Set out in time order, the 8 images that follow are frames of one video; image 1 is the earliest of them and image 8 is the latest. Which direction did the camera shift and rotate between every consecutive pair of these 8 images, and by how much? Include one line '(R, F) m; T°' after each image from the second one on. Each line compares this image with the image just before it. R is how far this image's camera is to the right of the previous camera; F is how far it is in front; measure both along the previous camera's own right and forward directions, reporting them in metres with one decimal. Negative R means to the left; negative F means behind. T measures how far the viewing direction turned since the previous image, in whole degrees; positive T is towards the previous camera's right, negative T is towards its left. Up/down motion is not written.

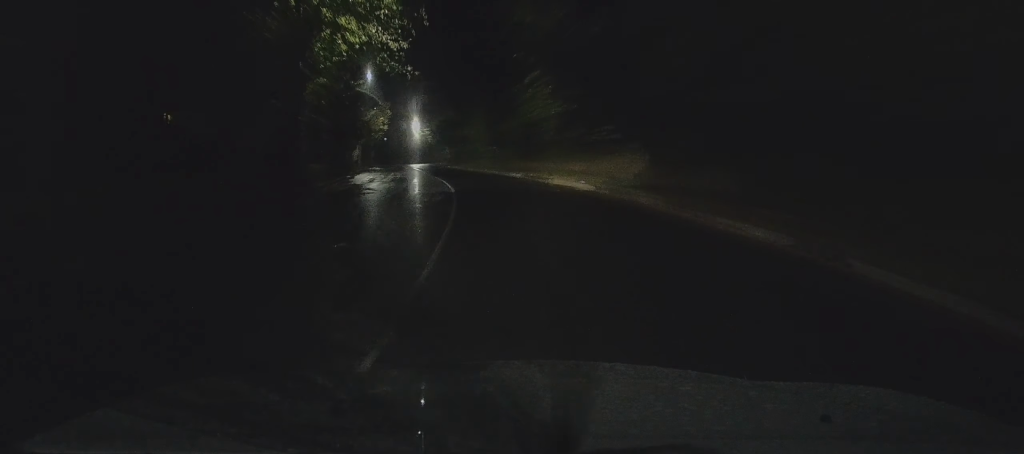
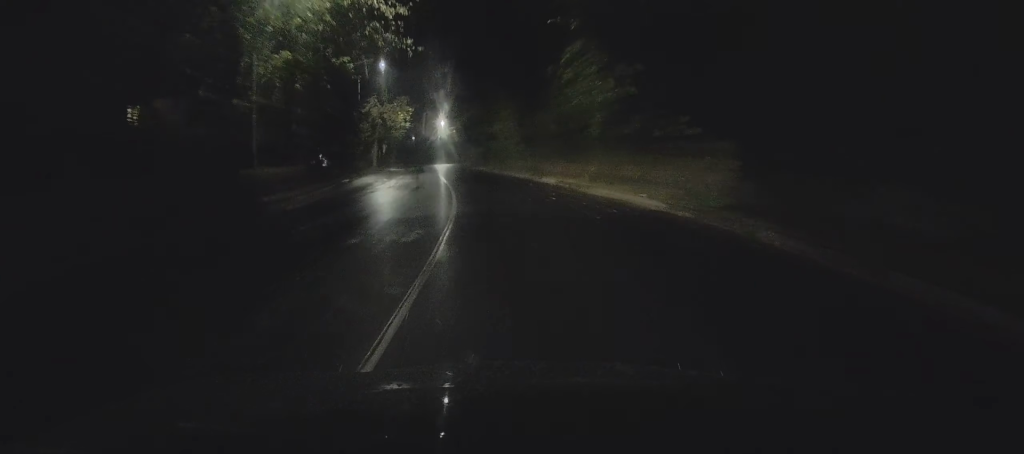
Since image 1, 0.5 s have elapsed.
(+0.1, +7.6) m; -3°
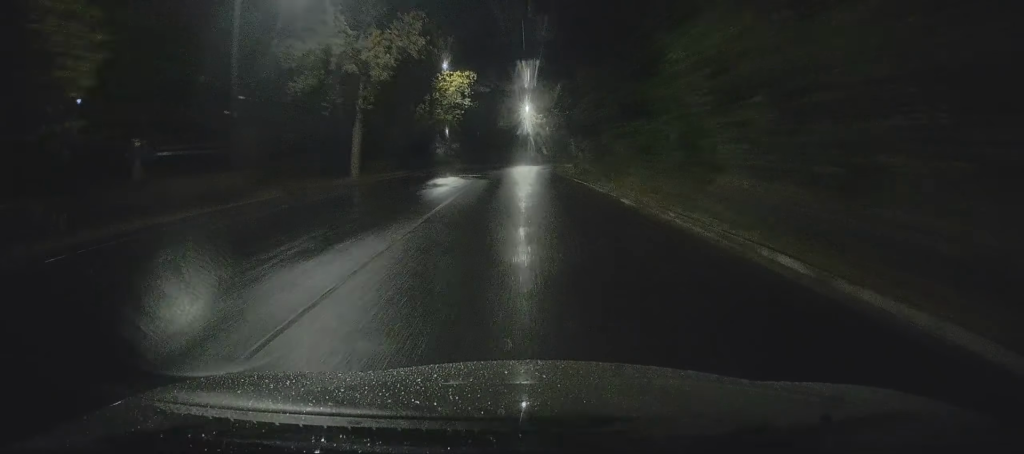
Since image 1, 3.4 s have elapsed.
(-4.0, +40.3) m; -8°
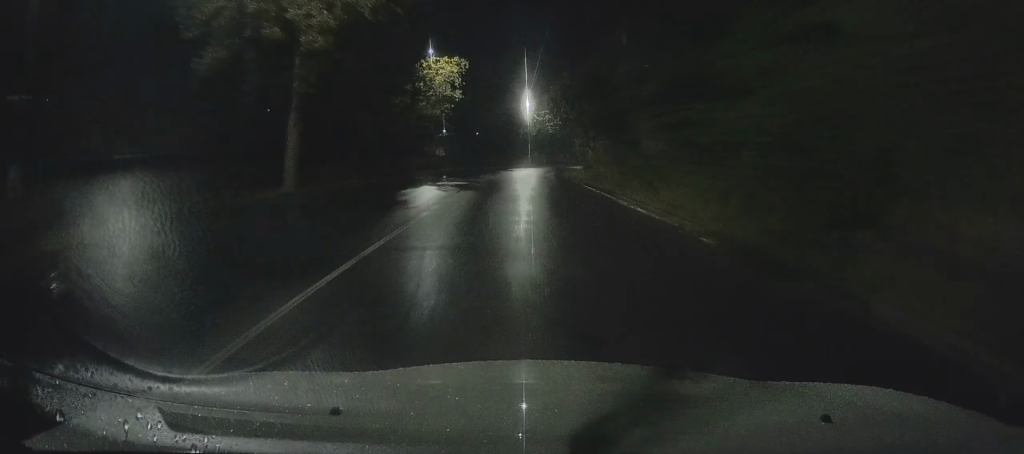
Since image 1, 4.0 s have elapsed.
(0.0, +9.0) m; -1°
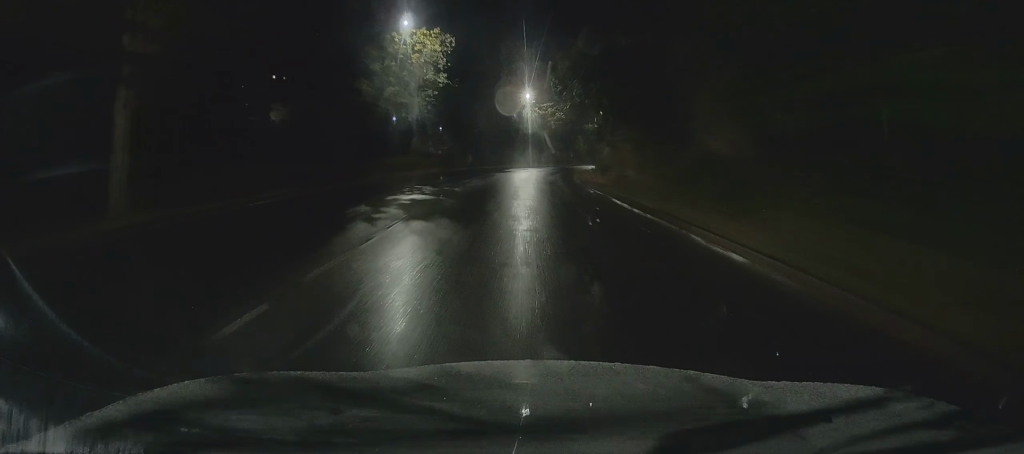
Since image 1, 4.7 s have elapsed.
(-0.3, +10.5) m; 0°
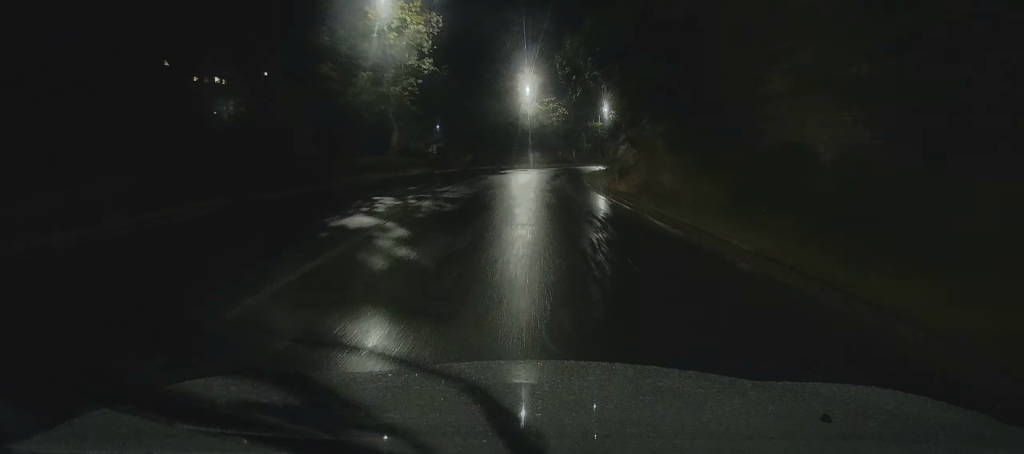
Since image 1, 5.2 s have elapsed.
(+0.2, +6.8) m; 0°
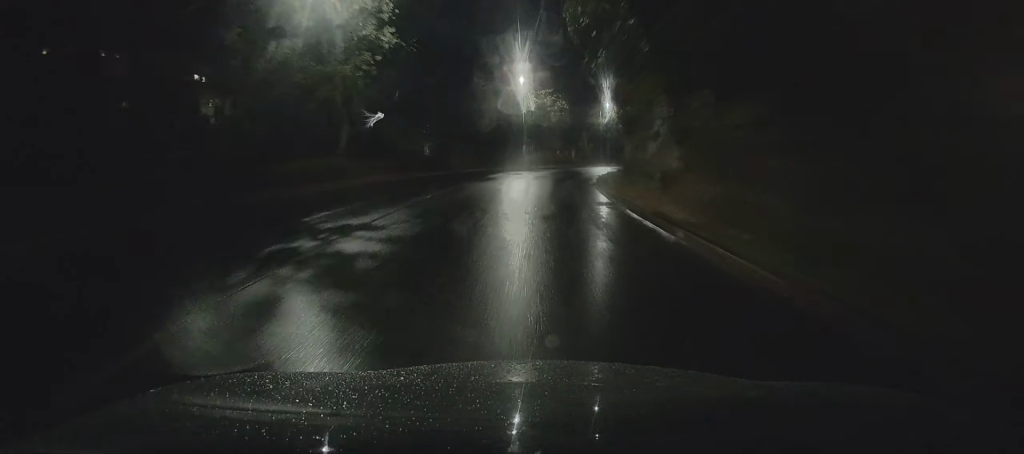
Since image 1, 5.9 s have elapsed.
(+0.3, +9.8) m; 0°
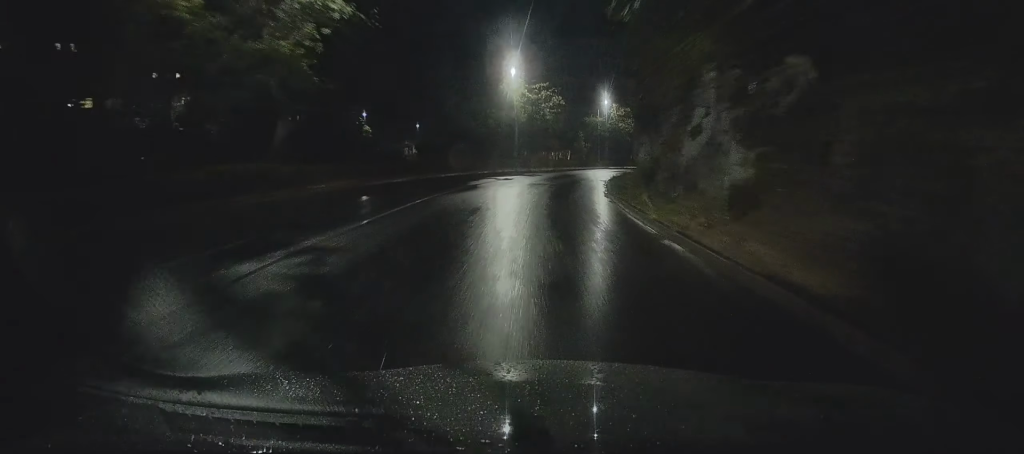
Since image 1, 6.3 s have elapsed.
(-0.2, +7.0) m; +1°
